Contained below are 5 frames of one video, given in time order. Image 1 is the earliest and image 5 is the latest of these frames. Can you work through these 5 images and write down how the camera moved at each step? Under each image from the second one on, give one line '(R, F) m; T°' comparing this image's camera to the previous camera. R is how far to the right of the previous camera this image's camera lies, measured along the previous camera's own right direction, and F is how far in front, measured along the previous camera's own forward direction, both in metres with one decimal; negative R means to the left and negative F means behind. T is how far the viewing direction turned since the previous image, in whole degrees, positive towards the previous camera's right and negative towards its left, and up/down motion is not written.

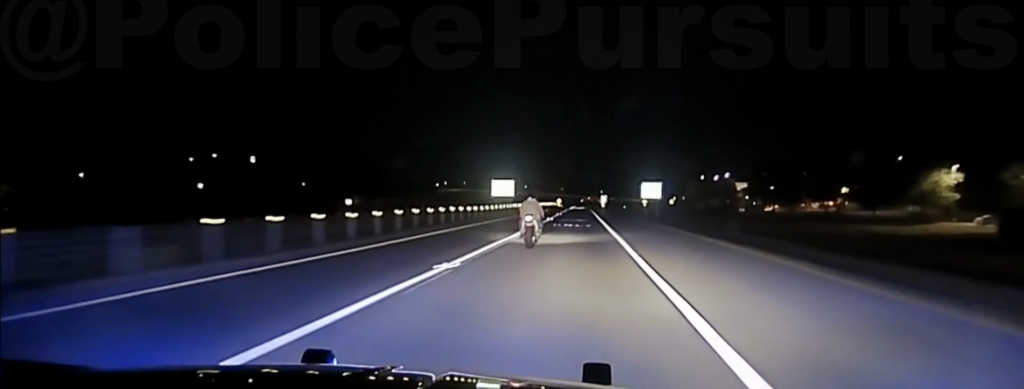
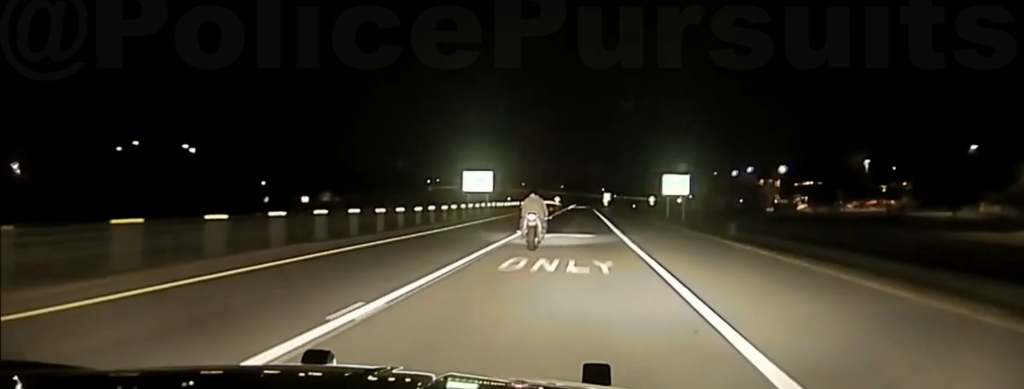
(-0.2, +33.4) m; 0°
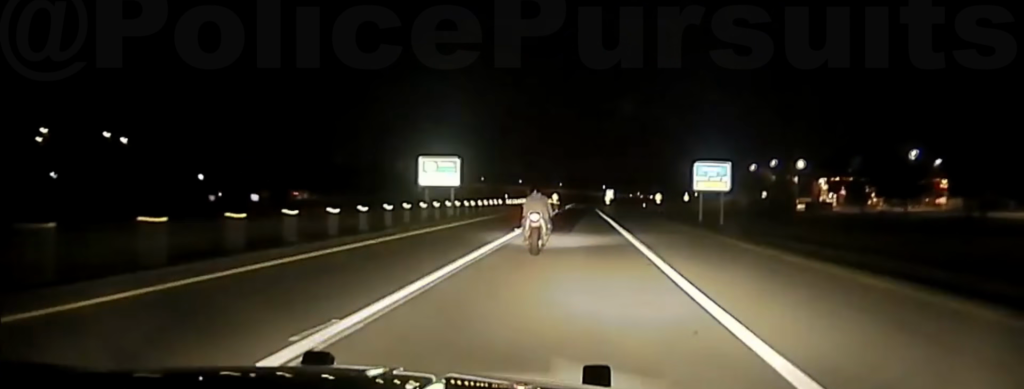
(-0.1, +28.9) m; 0°
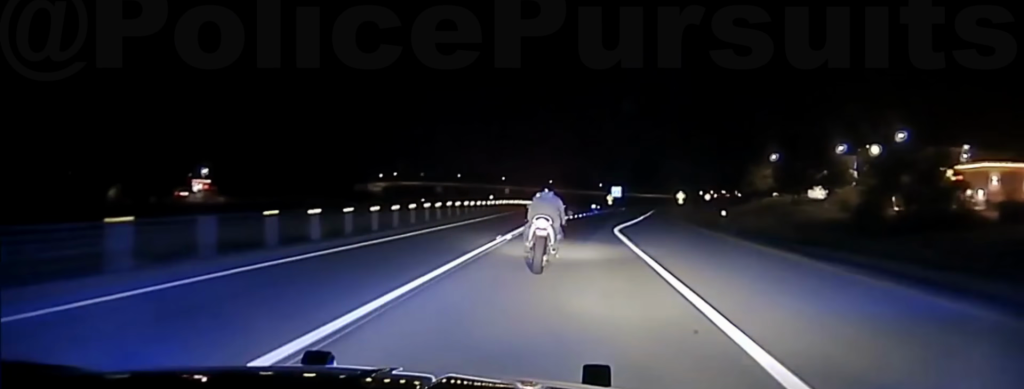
(+0.2, +83.3) m; +1°
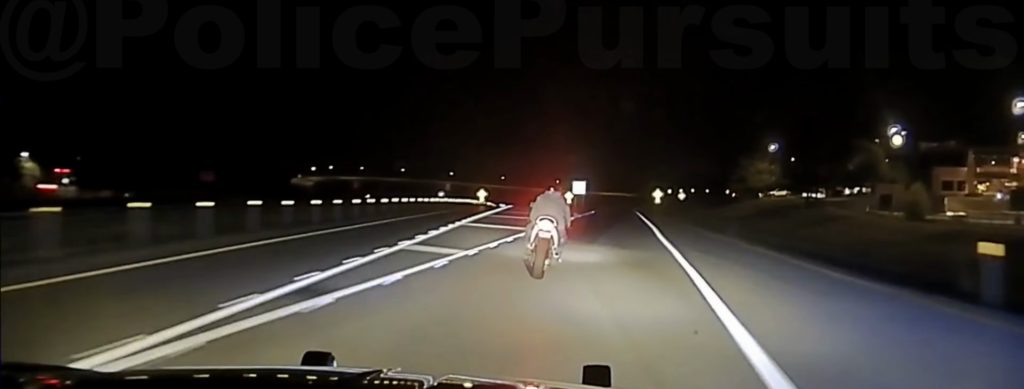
(+0.5, +36.2) m; +2°
